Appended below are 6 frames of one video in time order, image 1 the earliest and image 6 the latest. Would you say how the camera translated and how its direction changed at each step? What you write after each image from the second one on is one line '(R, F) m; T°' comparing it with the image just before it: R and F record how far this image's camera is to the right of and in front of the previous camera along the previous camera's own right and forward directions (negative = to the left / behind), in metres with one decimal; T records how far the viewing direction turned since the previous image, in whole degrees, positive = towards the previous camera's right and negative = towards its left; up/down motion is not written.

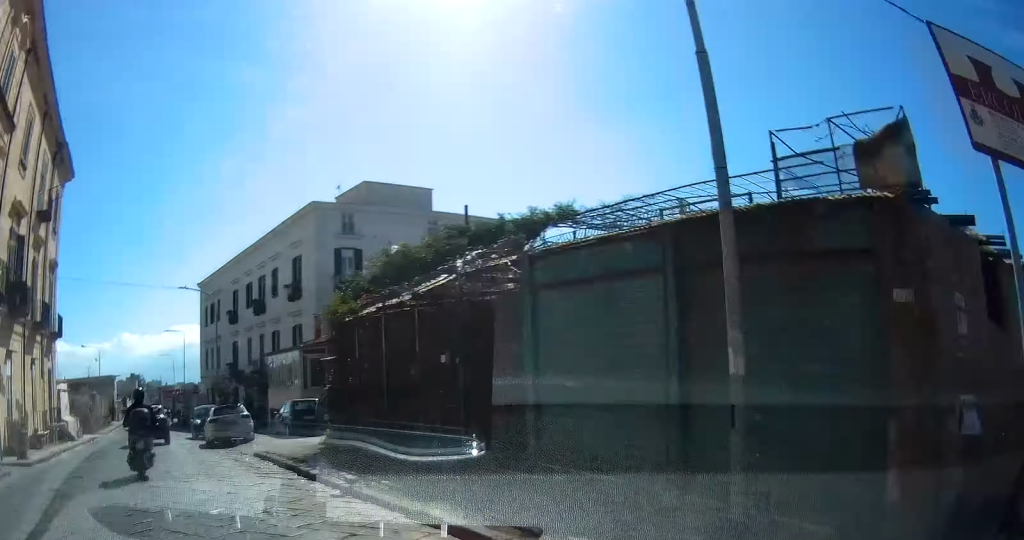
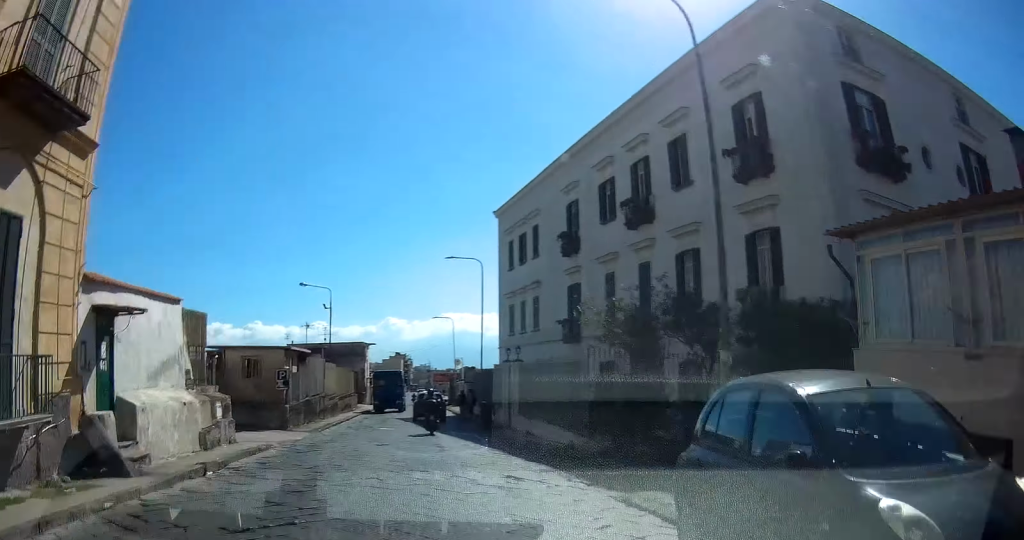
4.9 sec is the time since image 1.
(-0.8, +28.1) m; -5°
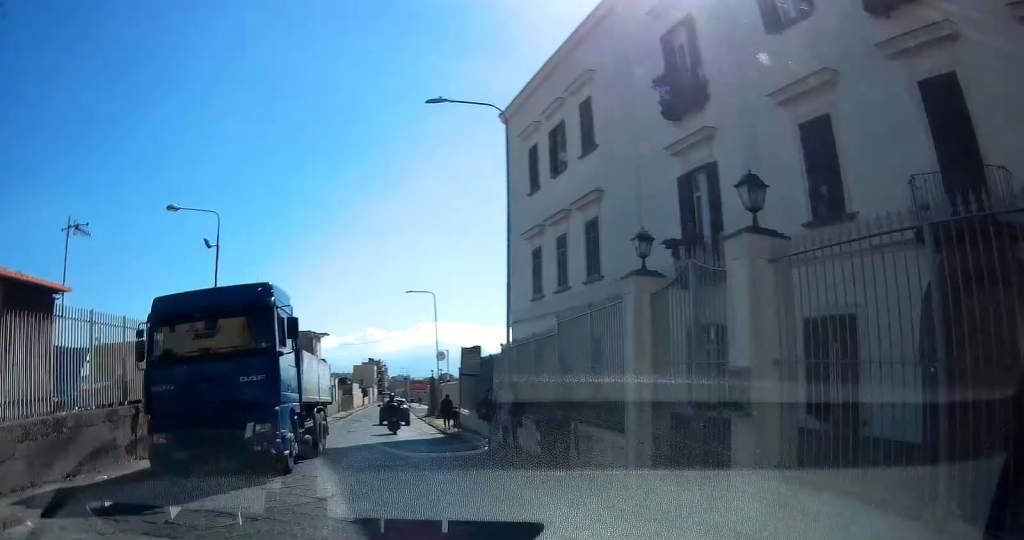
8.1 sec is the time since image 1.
(-0.2, +22.0) m; -3°
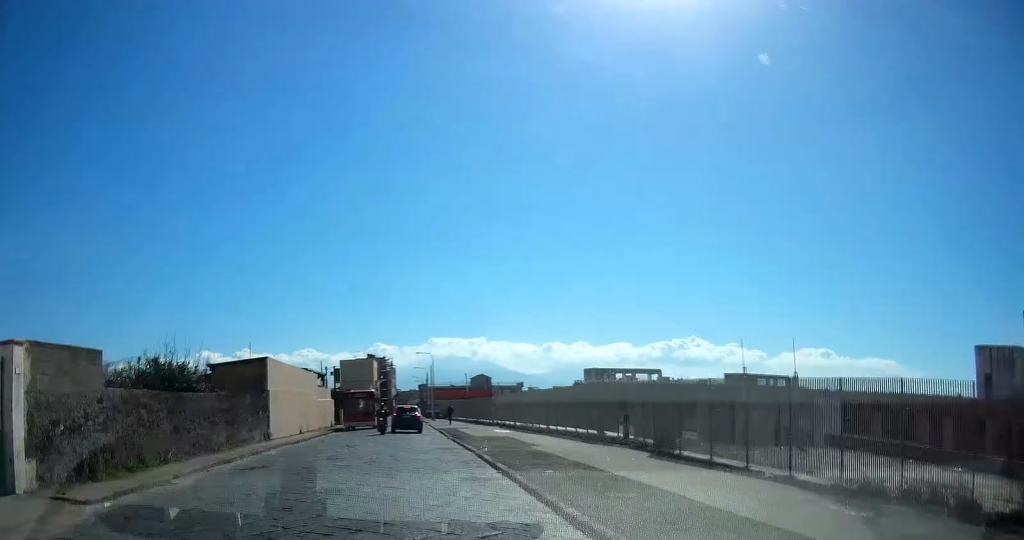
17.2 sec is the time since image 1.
(-0.5, +69.4) m; +4°
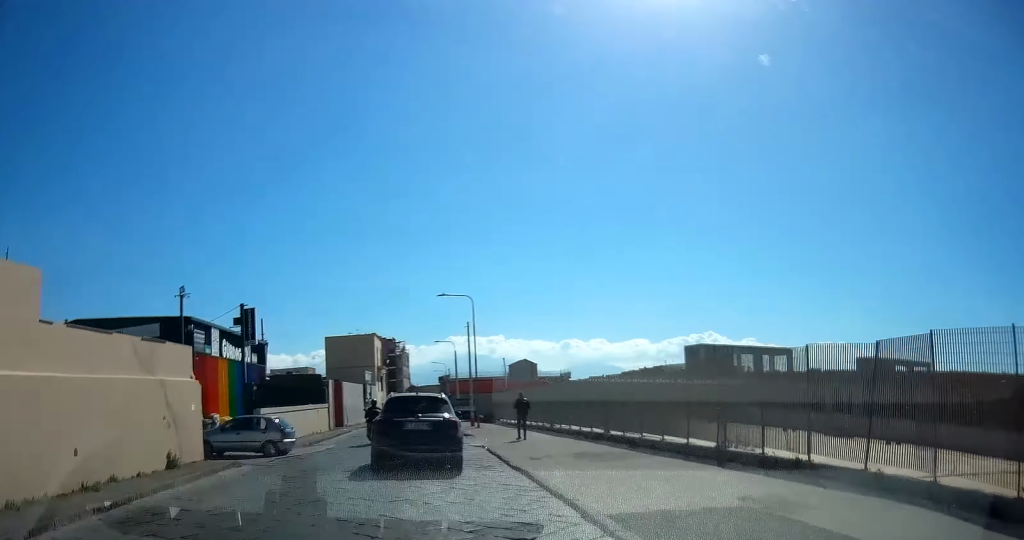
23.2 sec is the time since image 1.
(+1.0, +37.6) m; +1°
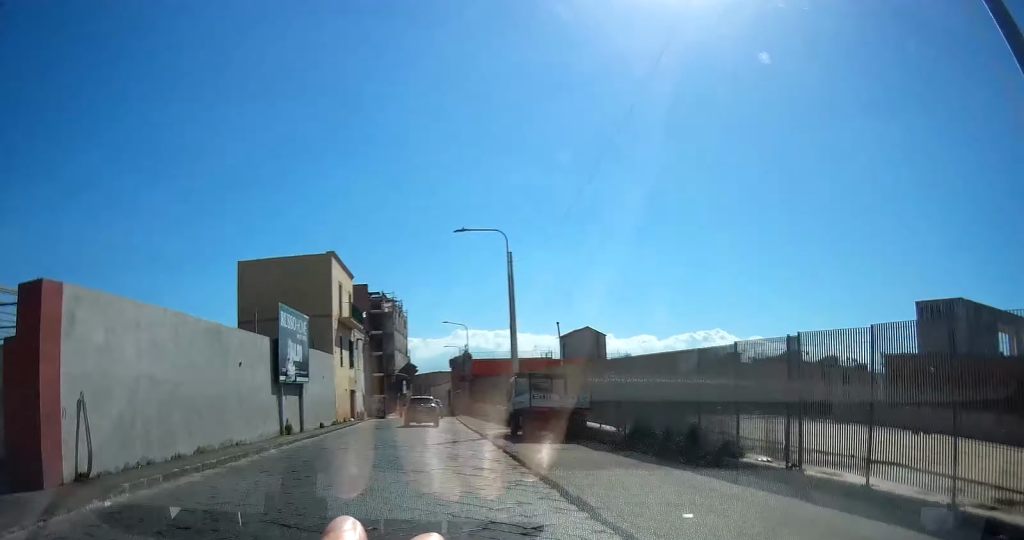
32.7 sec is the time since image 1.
(-2.4, +55.8) m; -4°
